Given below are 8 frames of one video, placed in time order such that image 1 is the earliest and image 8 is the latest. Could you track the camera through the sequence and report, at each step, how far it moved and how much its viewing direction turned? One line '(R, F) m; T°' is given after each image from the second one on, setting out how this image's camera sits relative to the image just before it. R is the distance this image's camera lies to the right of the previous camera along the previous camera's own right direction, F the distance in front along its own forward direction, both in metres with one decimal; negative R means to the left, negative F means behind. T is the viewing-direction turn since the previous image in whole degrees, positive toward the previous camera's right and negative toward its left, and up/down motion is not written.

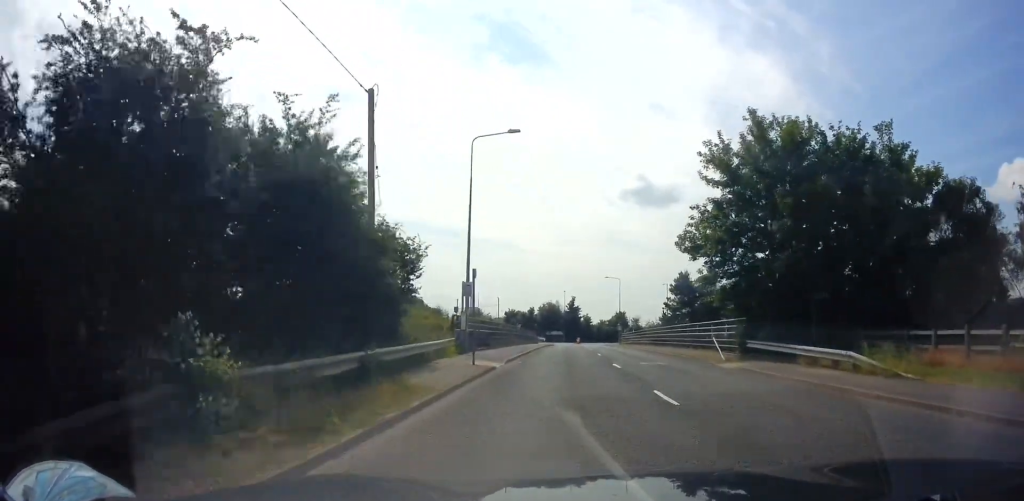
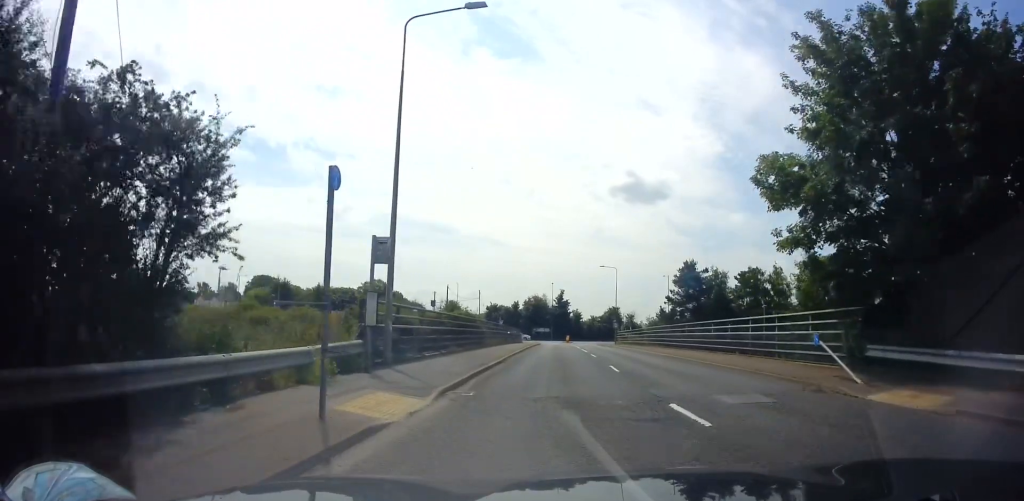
(+0.1, +11.0) m; +2°
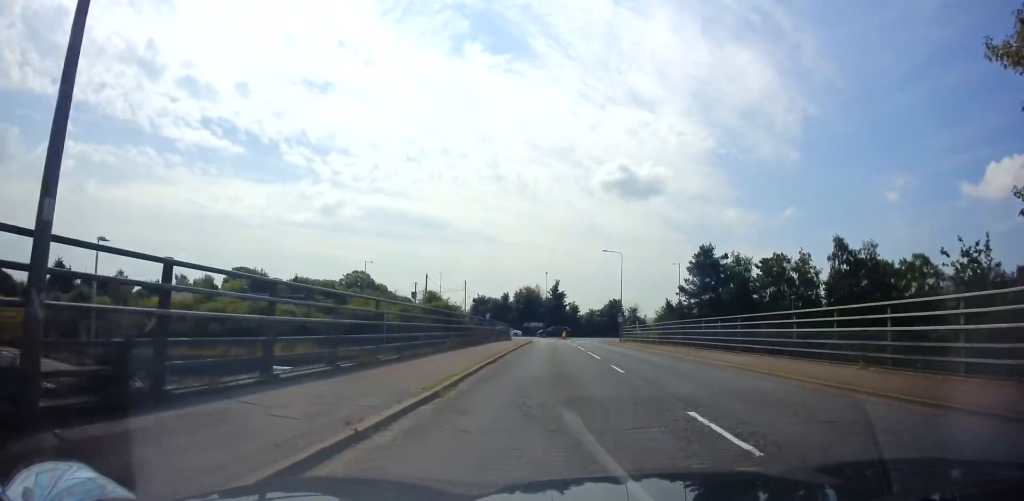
(+0.3, +10.8) m; +1°
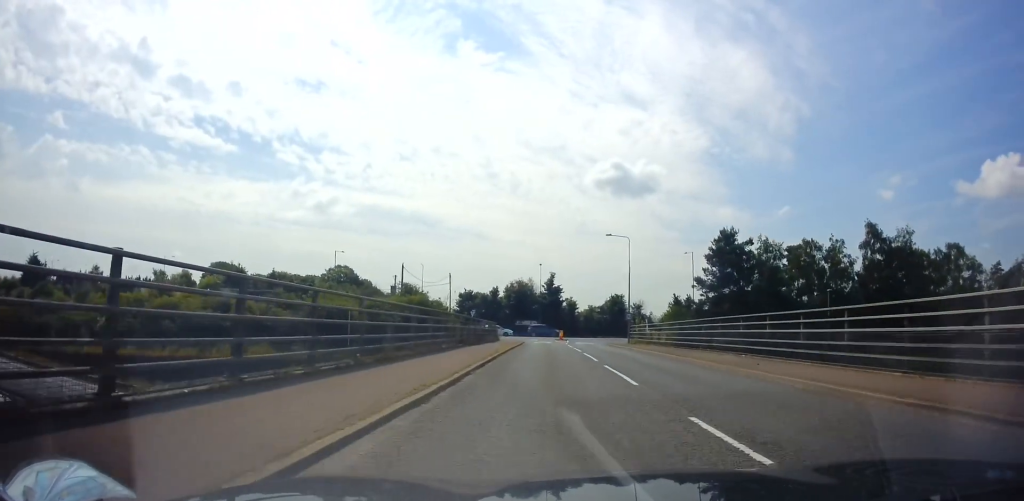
(+0.1, +9.4) m; -1°
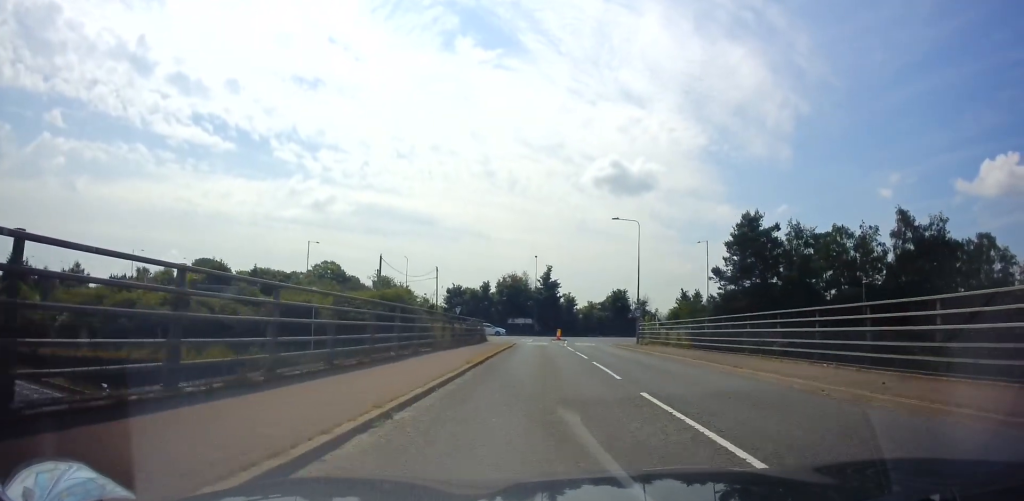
(-0.3, +7.4) m; -1°
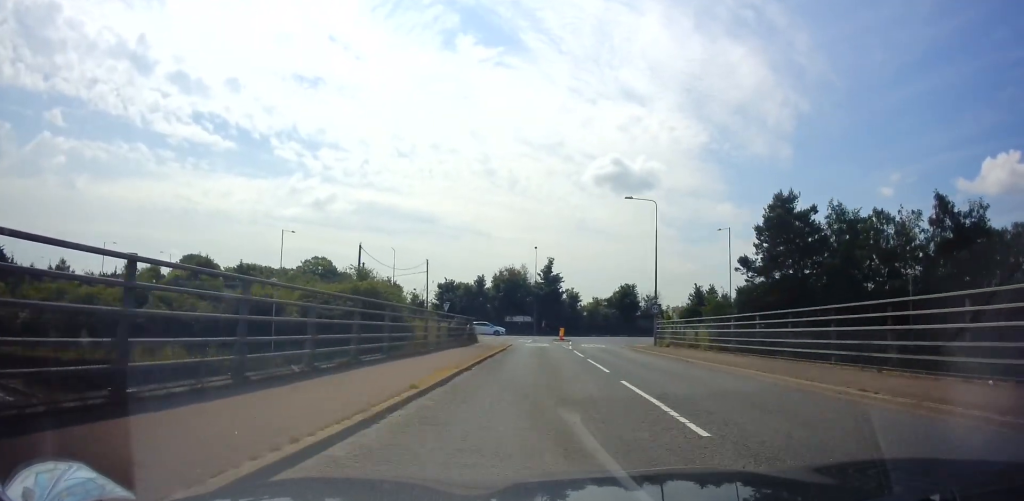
(+0.1, +6.9) m; +1°
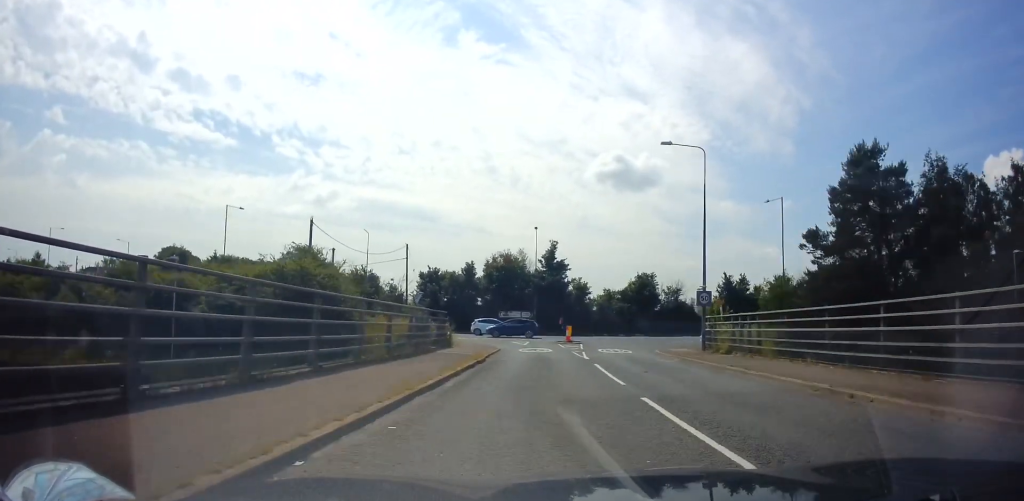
(+0.2, +11.4) m; 0°
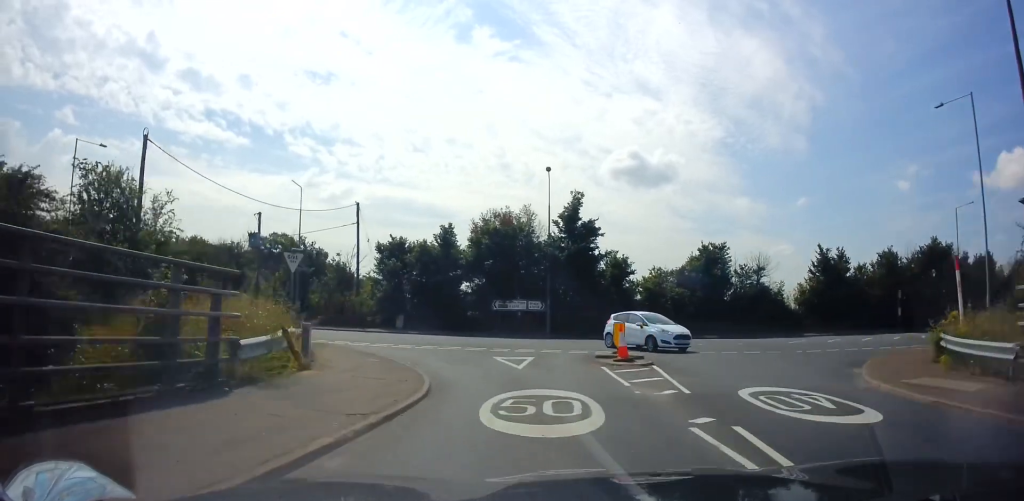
(-0.5, +18.8) m; -5°
